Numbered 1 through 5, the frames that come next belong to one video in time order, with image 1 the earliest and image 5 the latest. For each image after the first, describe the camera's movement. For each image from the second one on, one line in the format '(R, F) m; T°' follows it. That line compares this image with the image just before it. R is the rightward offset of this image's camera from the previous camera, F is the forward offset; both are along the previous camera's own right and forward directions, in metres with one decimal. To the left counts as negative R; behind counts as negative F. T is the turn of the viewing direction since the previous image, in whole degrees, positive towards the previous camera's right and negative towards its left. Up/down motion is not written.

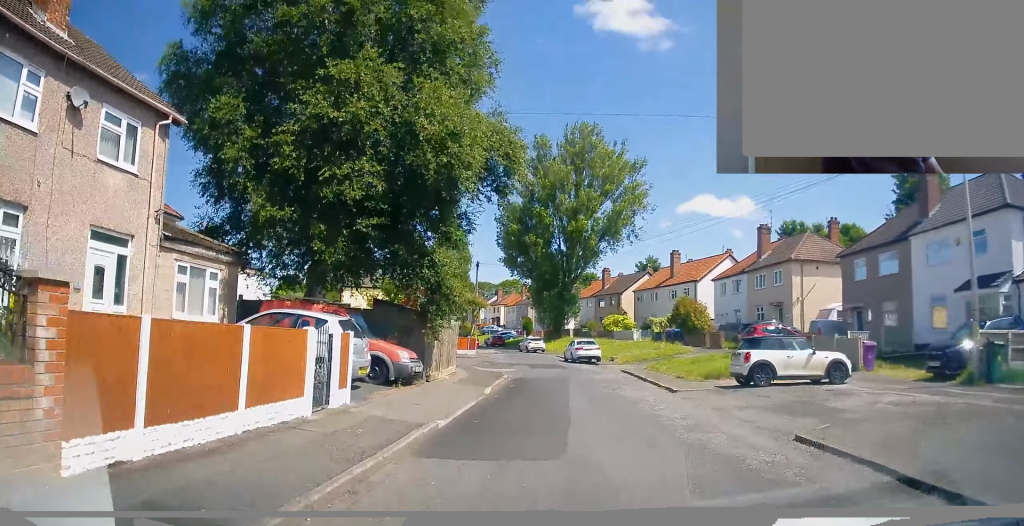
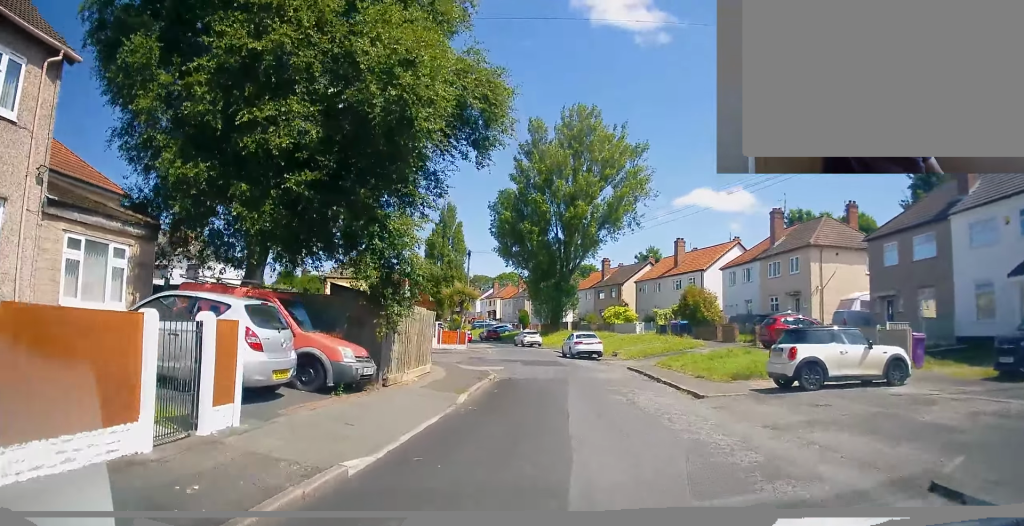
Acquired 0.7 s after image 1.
(0.0, +3.5) m; +2°
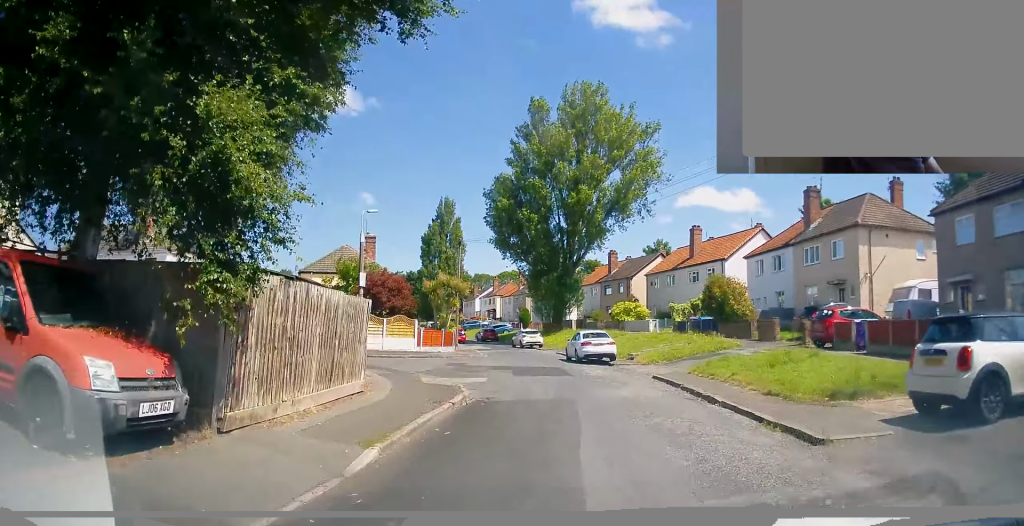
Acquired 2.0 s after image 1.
(+0.2, +6.5) m; 0°
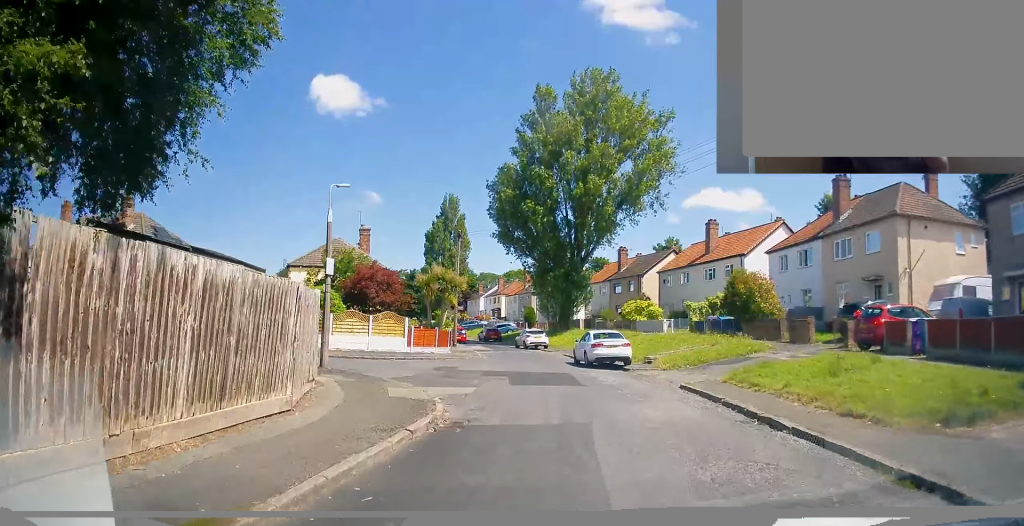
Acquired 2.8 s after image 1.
(-0.1, +3.8) m; -2°
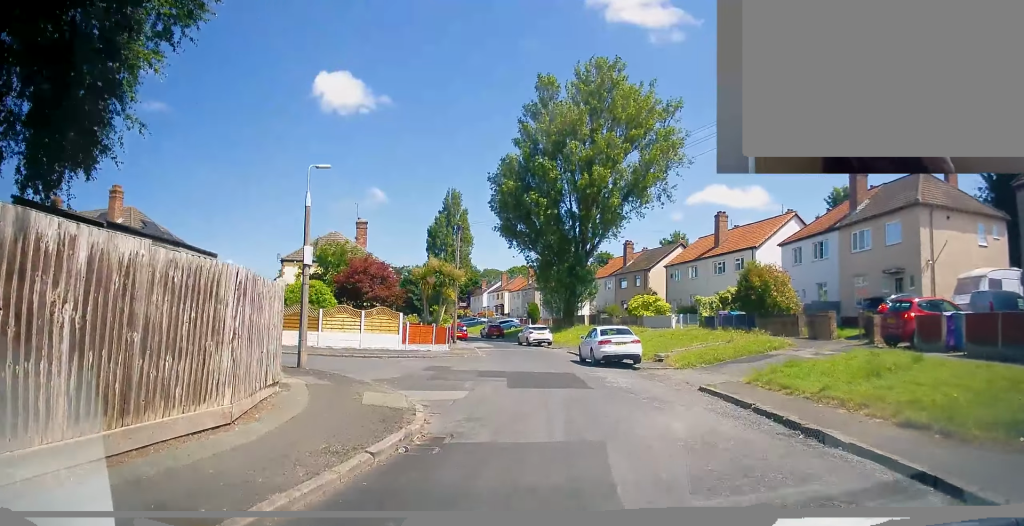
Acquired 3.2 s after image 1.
(0.0, +1.8) m; -1°
